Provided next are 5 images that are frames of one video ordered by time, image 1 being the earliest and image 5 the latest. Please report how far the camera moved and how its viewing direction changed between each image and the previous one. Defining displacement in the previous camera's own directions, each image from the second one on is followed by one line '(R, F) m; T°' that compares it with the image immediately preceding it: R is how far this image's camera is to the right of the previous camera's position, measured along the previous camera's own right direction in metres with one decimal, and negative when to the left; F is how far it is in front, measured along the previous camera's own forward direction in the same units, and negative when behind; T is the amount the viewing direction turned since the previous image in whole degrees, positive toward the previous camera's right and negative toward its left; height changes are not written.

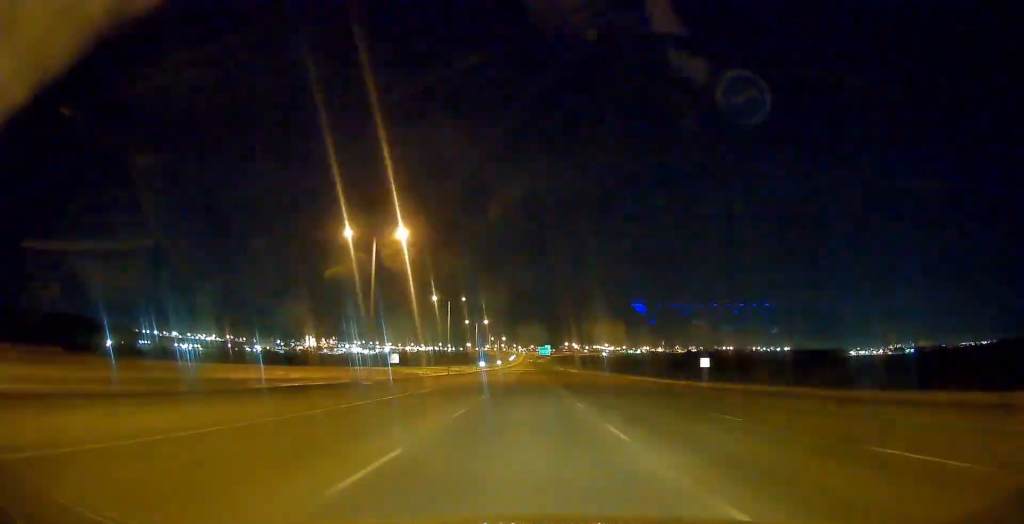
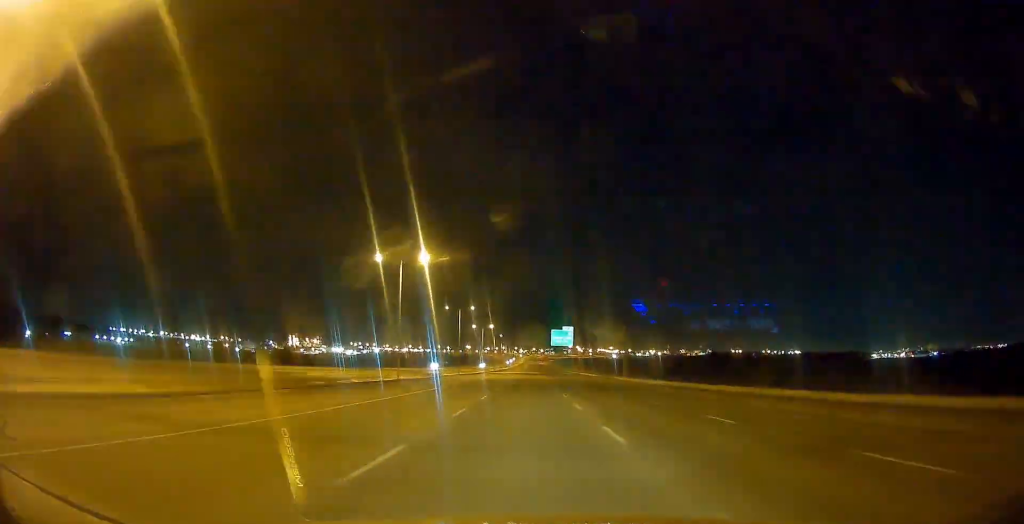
(-0.2, +144.6) m; 0°
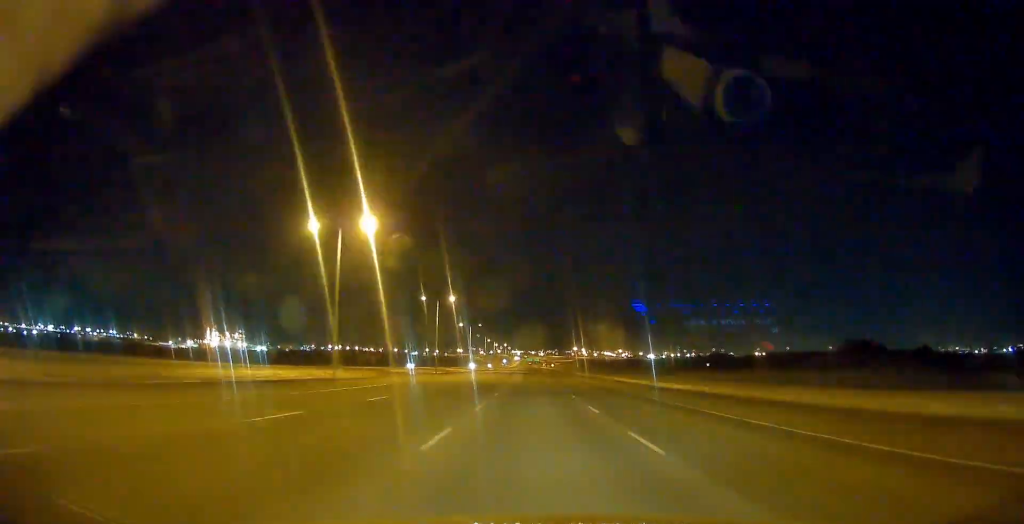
(+0.5, +430.4) m; 0°
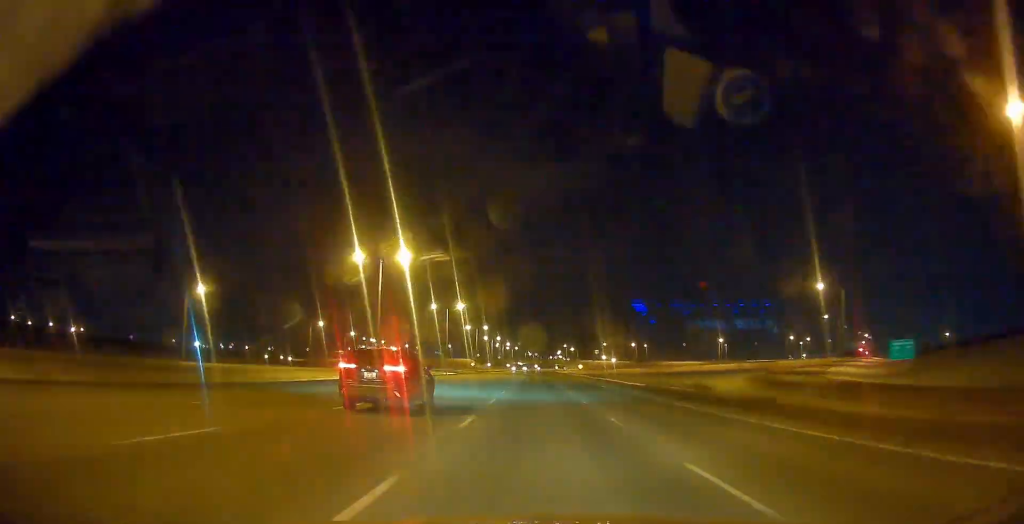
(-2.9, +961.5) m; 0°
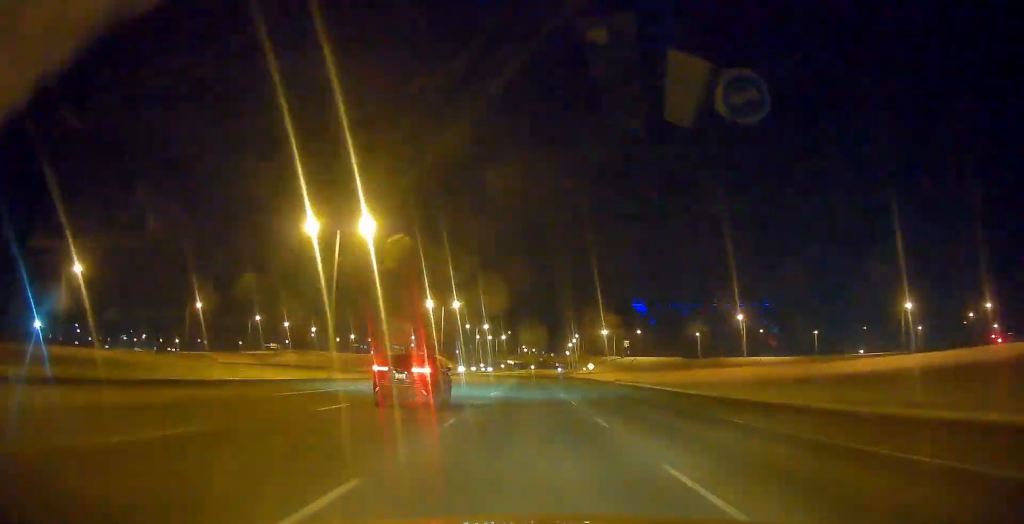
(0.0, +213.0) m; +1°
